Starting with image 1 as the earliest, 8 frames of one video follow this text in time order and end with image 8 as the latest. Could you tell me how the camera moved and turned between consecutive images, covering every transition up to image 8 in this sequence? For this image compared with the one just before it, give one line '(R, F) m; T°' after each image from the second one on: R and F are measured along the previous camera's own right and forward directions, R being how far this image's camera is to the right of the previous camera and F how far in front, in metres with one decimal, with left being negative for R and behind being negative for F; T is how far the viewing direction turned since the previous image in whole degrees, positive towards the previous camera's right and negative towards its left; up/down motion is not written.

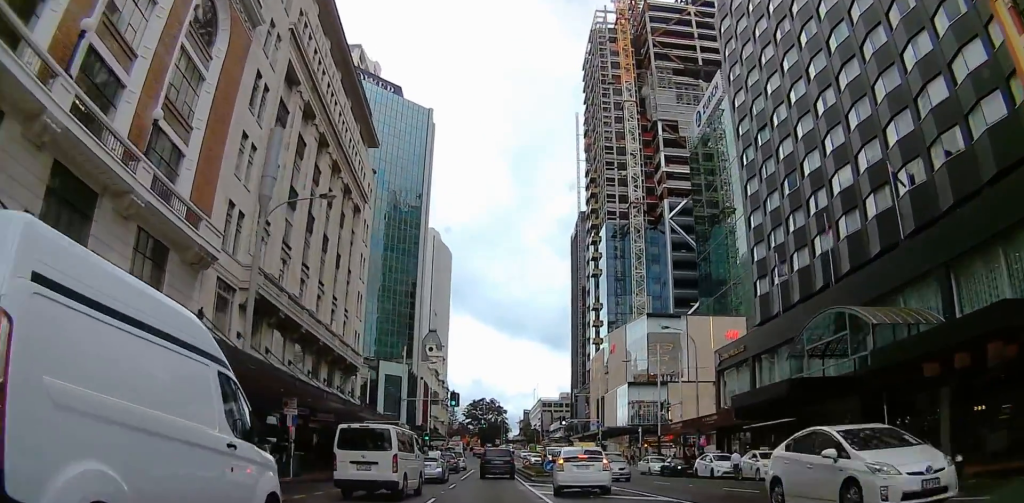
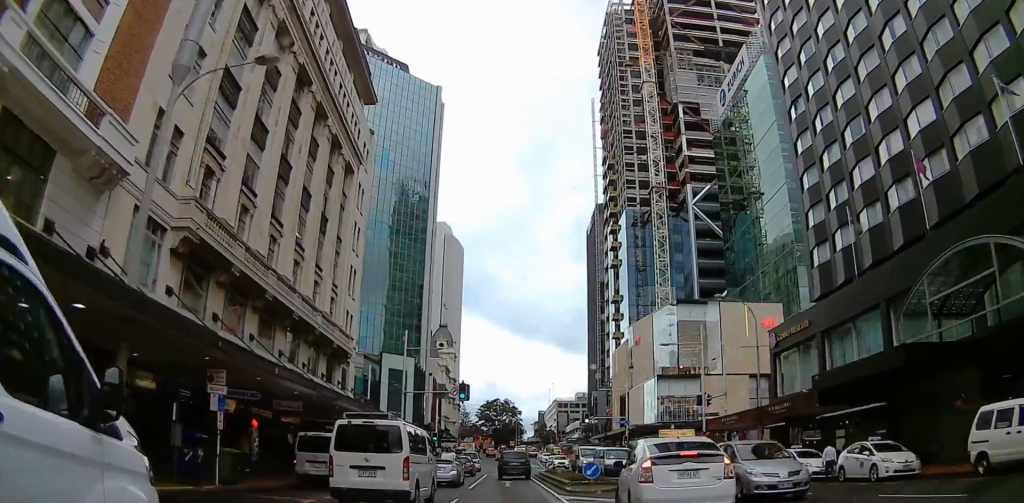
(0.0, +8.0) m; 0°
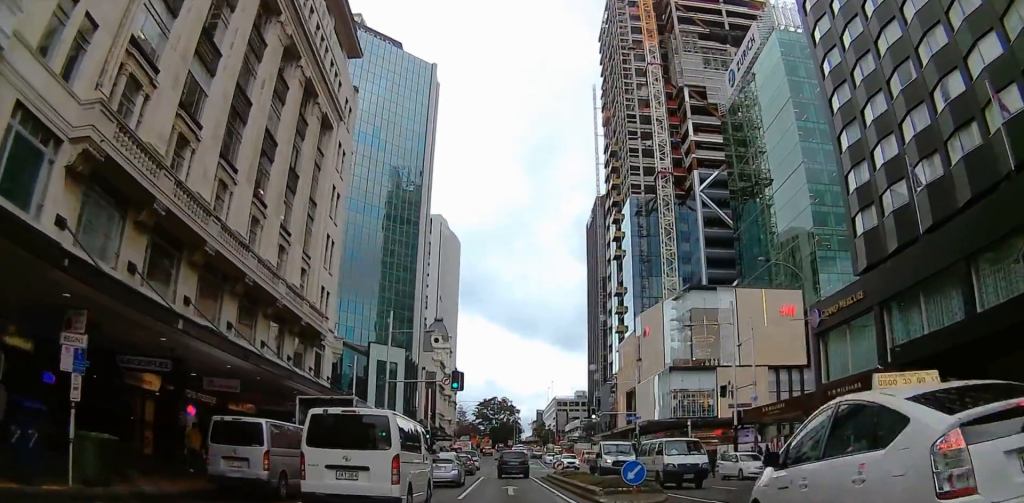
(0.0, +7.4) m; 0°
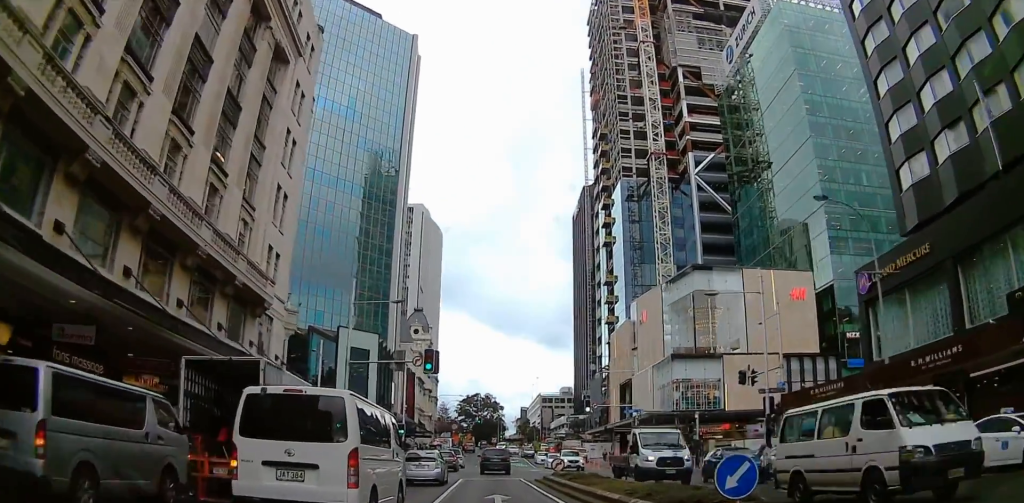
(0.0, +8.4) m; -1°
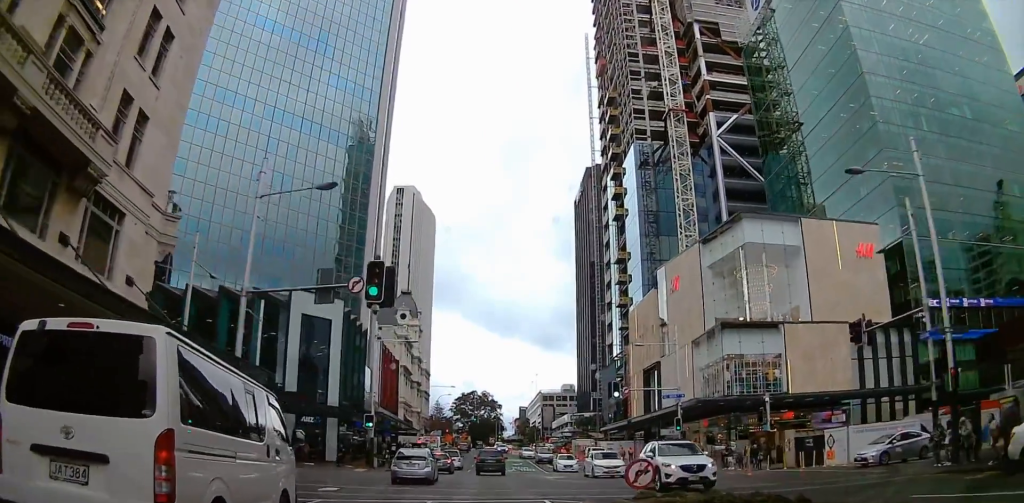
(-0.2, +18.0) m; -1°
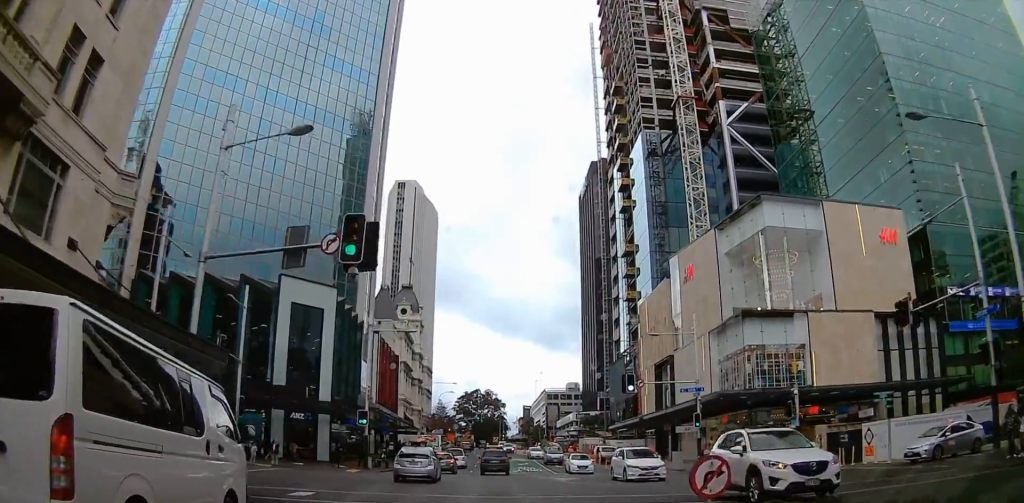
(0.0, +4.3) m; 0°
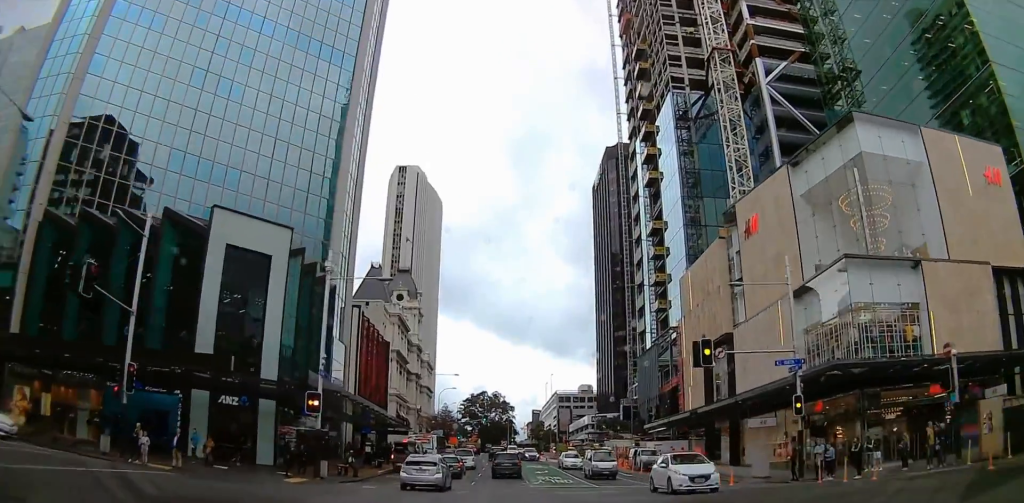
(-0.2, +15.6) m; -1°
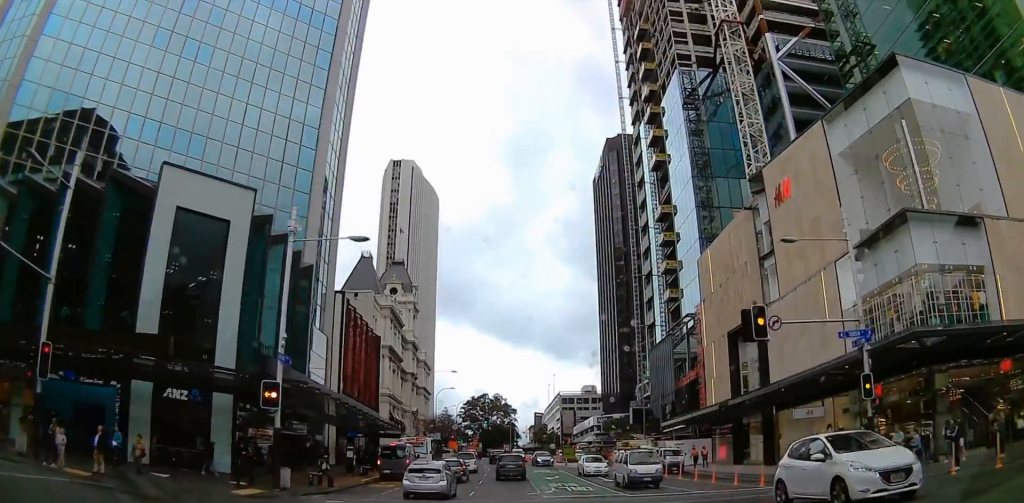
(0.0, +6.8) m; -1°
